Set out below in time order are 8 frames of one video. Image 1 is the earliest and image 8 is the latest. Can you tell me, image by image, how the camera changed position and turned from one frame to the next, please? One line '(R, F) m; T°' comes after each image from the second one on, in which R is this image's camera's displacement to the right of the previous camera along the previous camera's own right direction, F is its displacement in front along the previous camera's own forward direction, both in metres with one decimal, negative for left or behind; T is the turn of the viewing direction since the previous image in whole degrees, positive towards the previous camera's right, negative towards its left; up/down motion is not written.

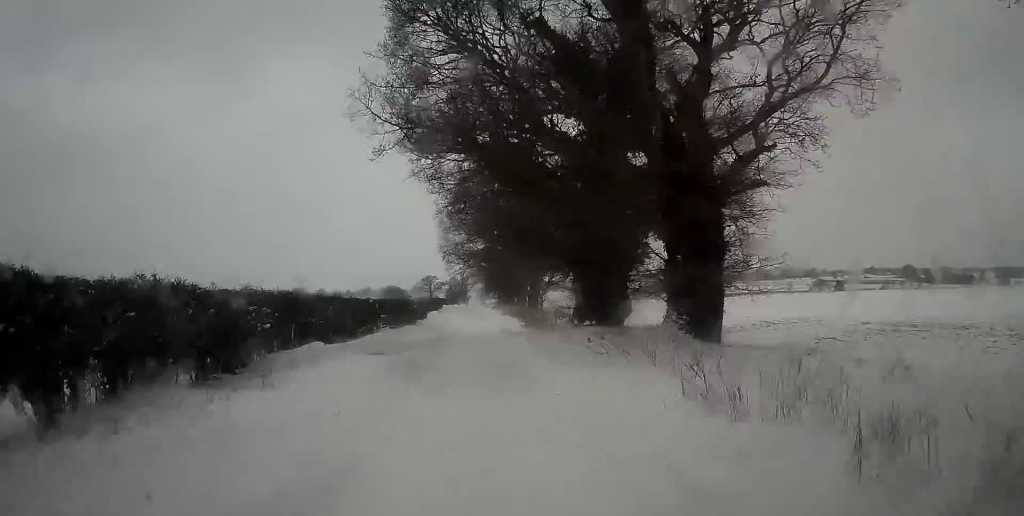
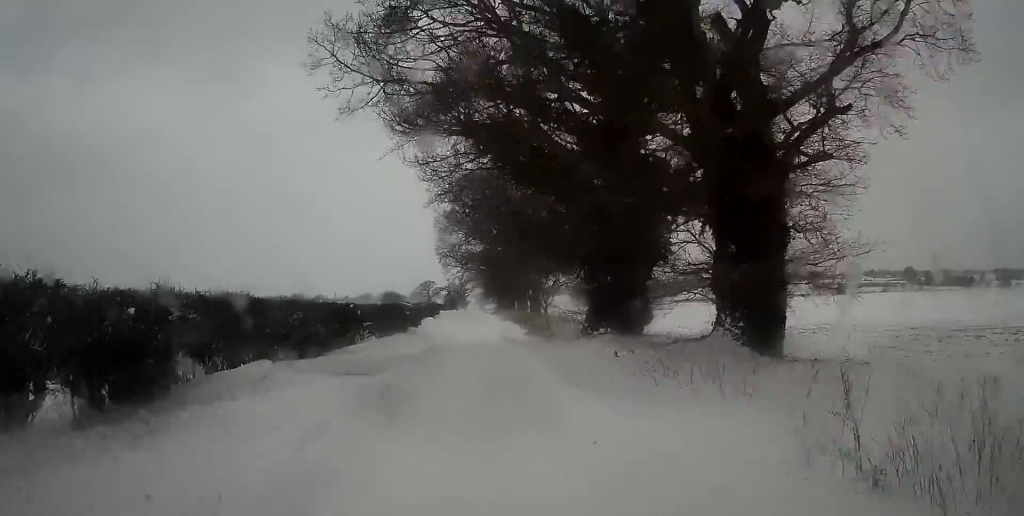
(0.0, +3.9) m; 0°
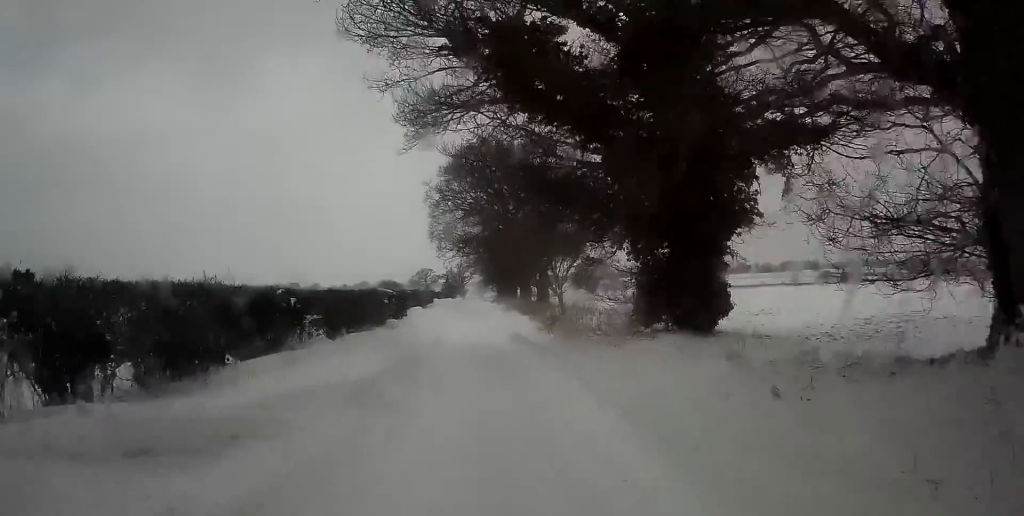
(+0.1, +8.7) m; 0°
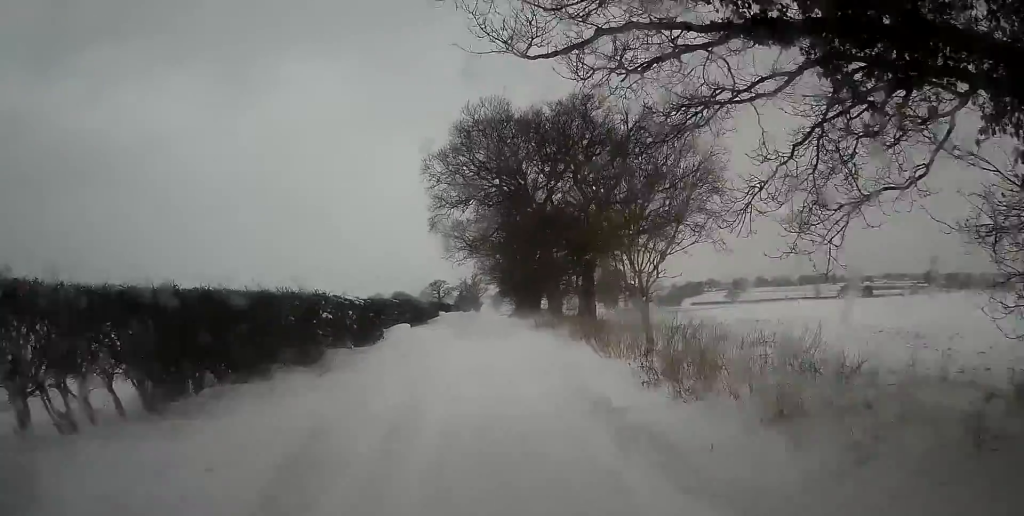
(0.0, +14.9) m; 0°
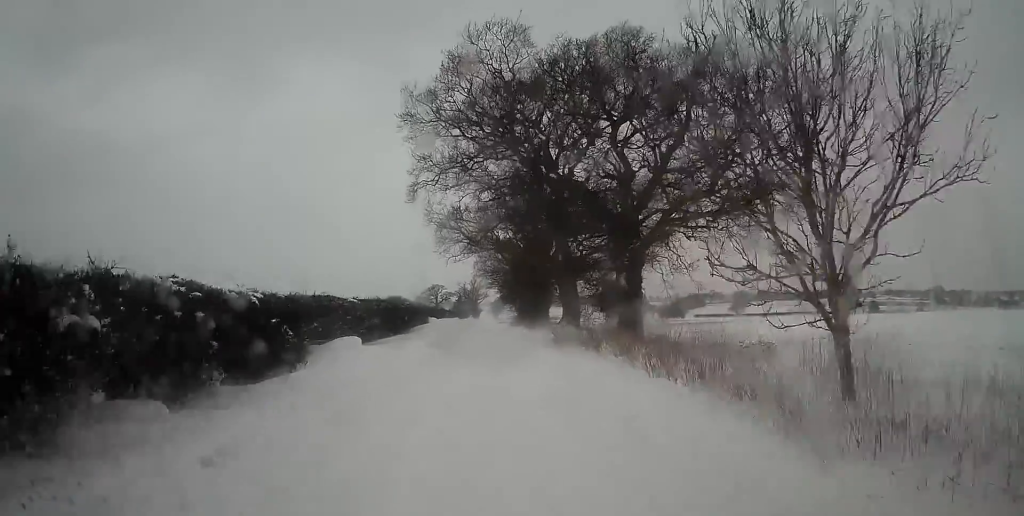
(0.0, +11.2) m; 0°
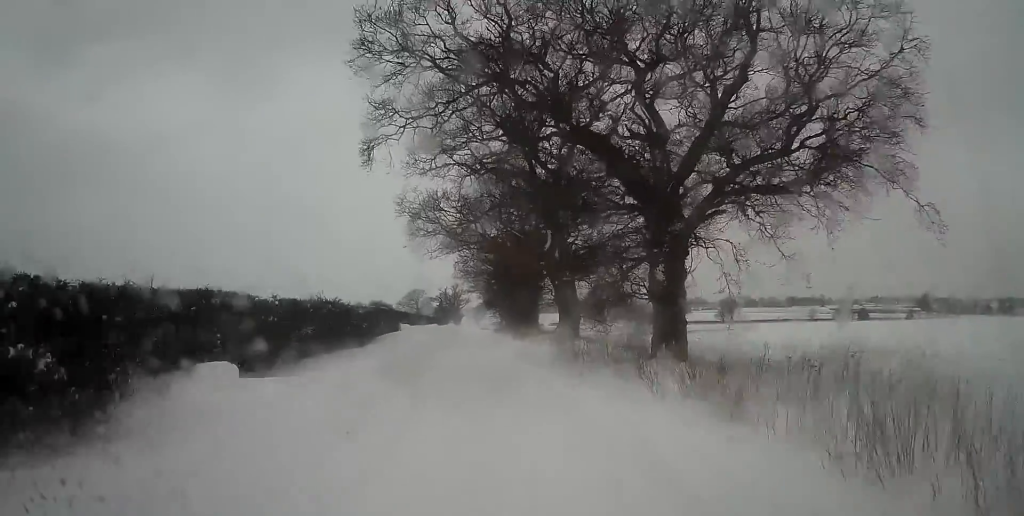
(0.0, +7.5) m; -1°
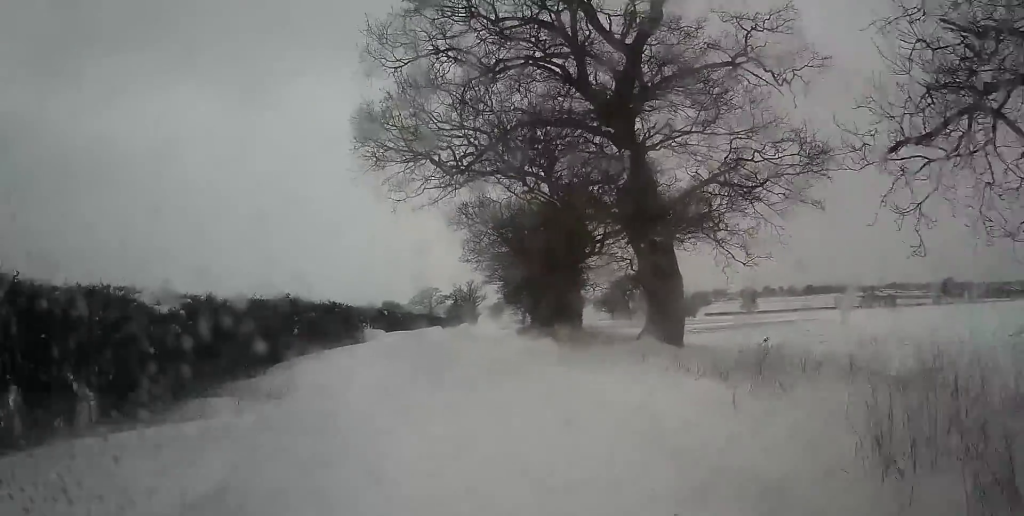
(-0.1, +18.3) m; 0°
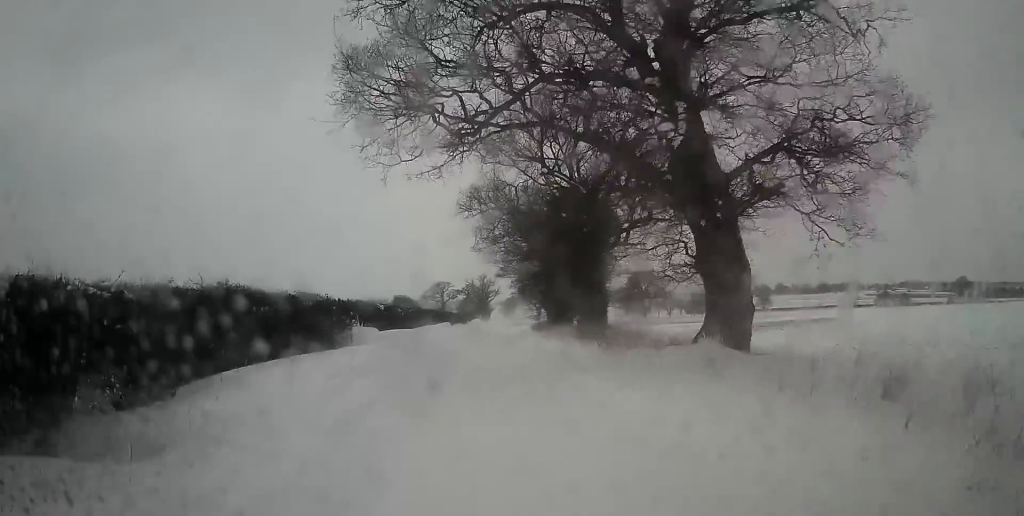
(-0.1, +4.5) m; +1°
